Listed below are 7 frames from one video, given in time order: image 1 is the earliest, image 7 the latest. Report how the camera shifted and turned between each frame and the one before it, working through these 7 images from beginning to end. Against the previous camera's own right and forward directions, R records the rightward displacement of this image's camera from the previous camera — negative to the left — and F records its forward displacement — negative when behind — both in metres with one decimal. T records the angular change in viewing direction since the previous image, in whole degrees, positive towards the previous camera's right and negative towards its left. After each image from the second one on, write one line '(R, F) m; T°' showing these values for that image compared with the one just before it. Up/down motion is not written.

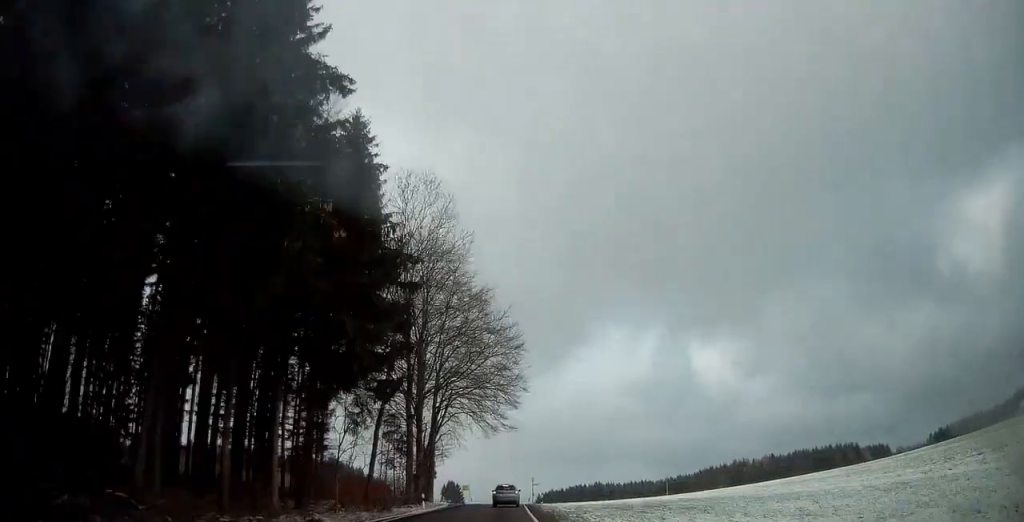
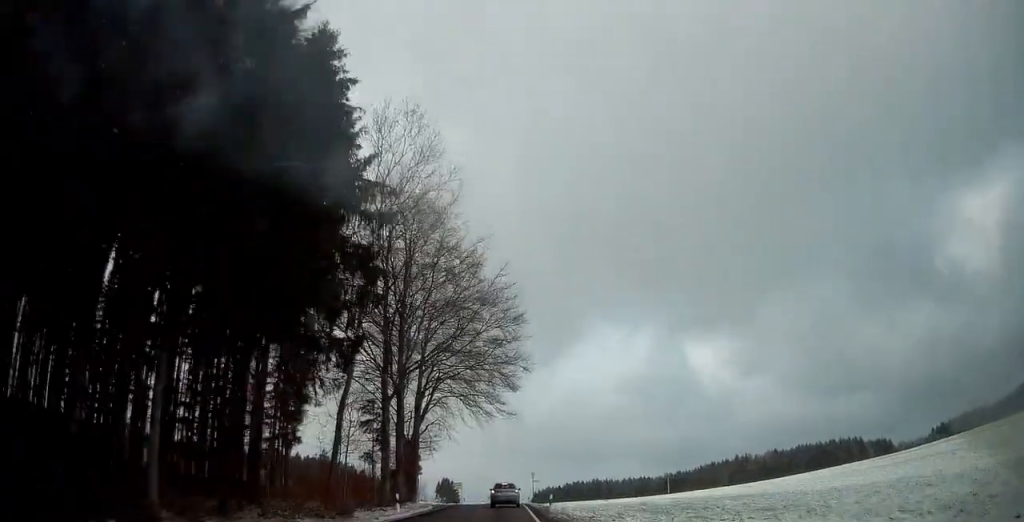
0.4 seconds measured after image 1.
(0.0, +7.9) m; +1°
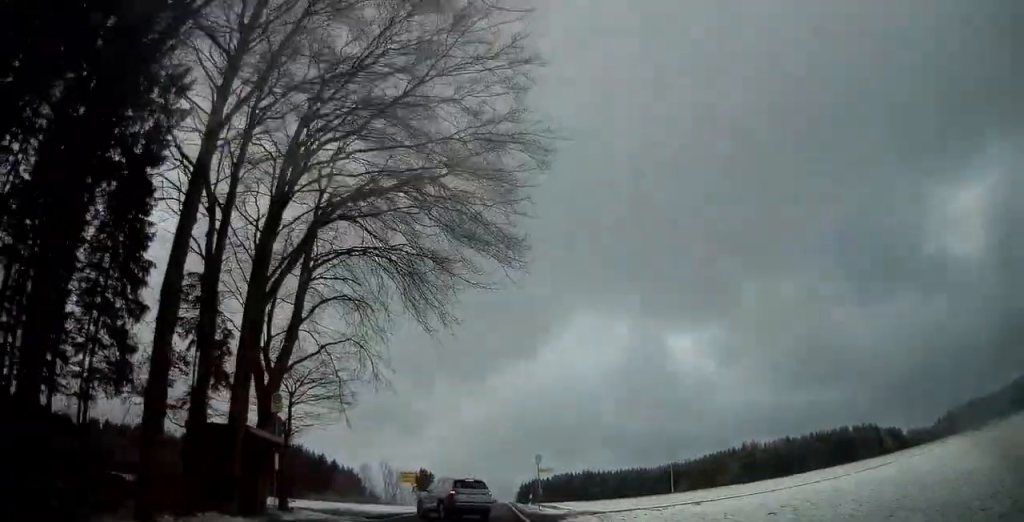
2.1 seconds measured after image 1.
(+0.7, +30.1) m; +1°
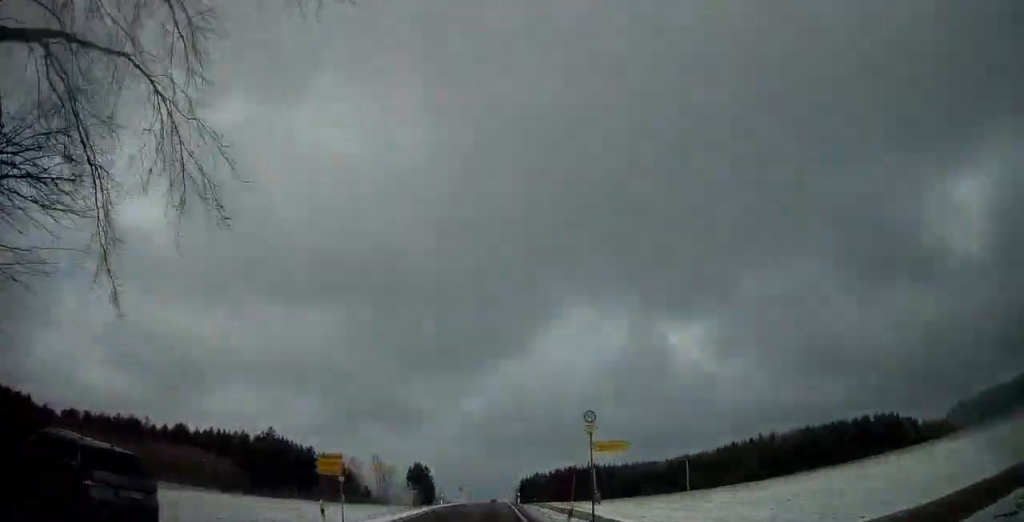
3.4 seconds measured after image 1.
(-0.3, +21.6) m; -2°
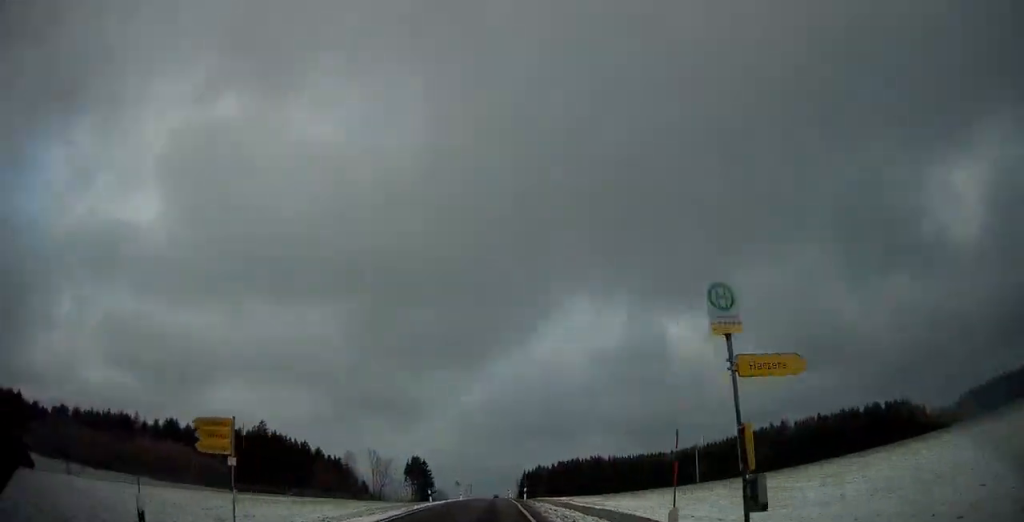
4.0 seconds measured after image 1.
(-0.1, +9.6) m; 0°
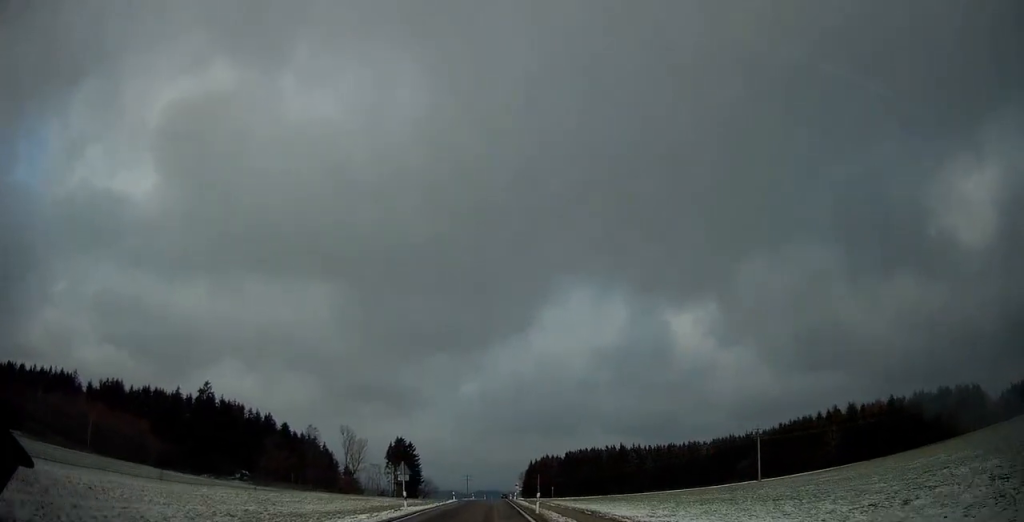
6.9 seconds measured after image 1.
(+2.1, +46.1) m; +5°
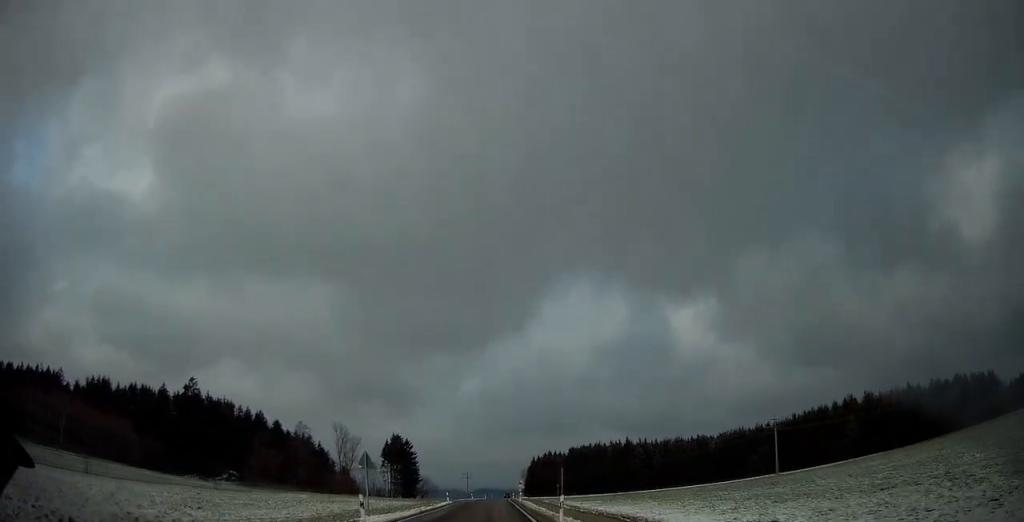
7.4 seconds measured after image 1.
(+0.1, +9.2) m; 0°
